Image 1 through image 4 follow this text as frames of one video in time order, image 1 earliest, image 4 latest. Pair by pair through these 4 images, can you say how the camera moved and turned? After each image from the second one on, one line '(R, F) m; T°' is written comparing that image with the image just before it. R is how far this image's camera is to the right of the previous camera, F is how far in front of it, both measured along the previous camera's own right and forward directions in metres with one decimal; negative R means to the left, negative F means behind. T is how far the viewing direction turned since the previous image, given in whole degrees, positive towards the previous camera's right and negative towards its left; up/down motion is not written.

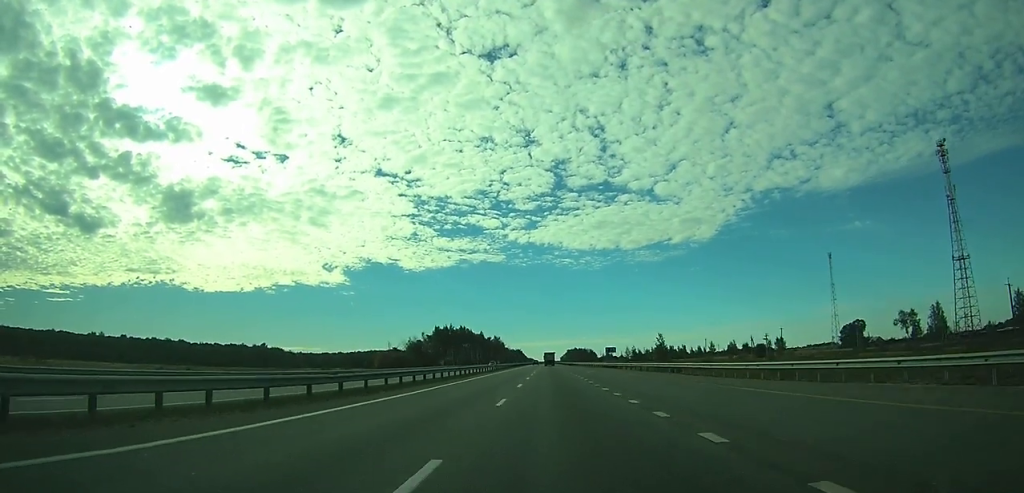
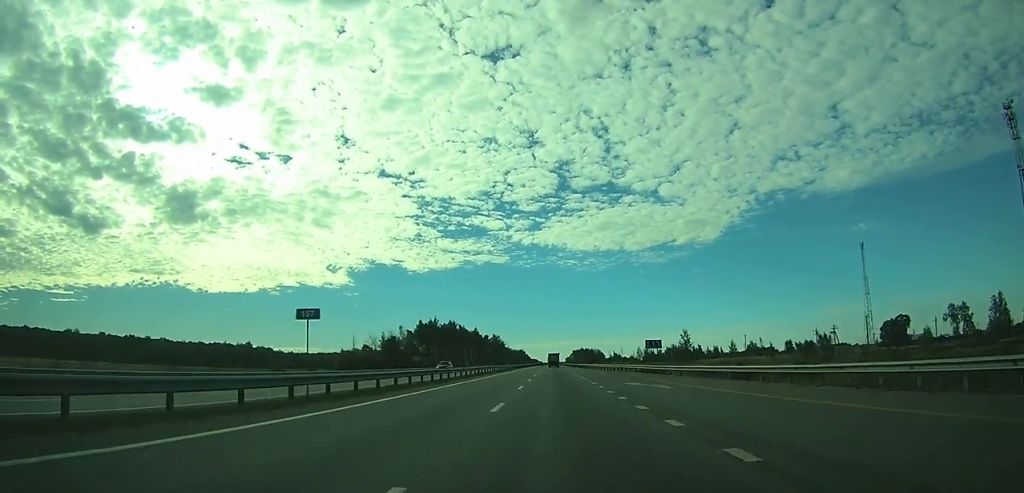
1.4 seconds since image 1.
(-0.1, +38.5) m; 0°
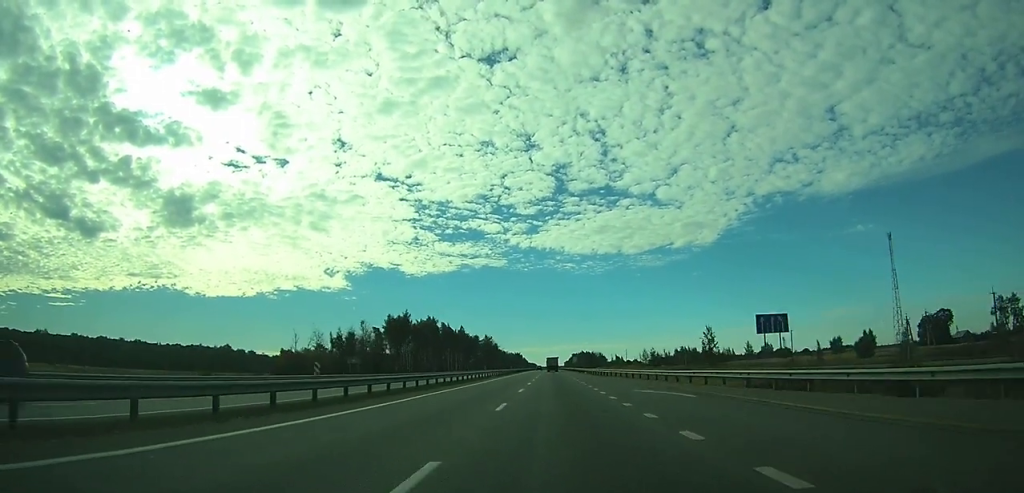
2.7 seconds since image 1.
(-0.1, +34.5) m; 0°
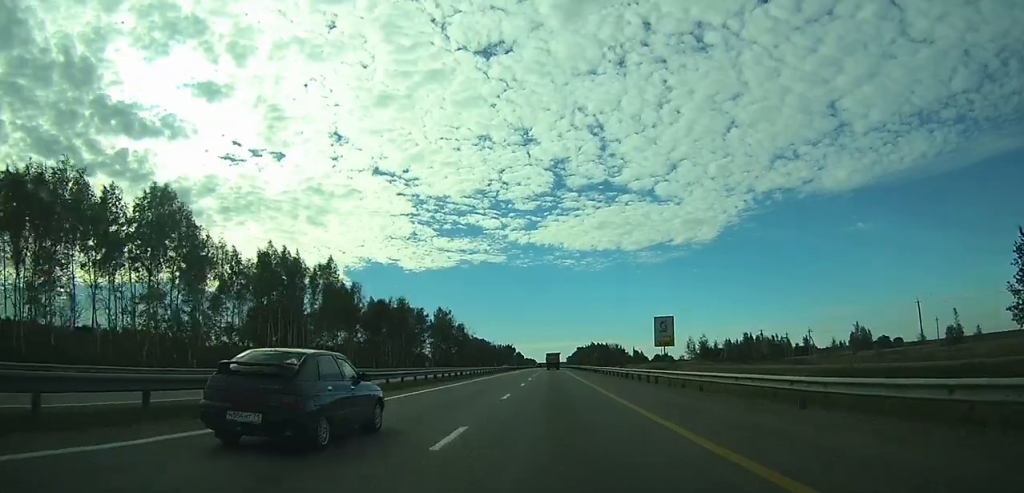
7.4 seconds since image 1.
(-0.2, +128.2) m; 0°
